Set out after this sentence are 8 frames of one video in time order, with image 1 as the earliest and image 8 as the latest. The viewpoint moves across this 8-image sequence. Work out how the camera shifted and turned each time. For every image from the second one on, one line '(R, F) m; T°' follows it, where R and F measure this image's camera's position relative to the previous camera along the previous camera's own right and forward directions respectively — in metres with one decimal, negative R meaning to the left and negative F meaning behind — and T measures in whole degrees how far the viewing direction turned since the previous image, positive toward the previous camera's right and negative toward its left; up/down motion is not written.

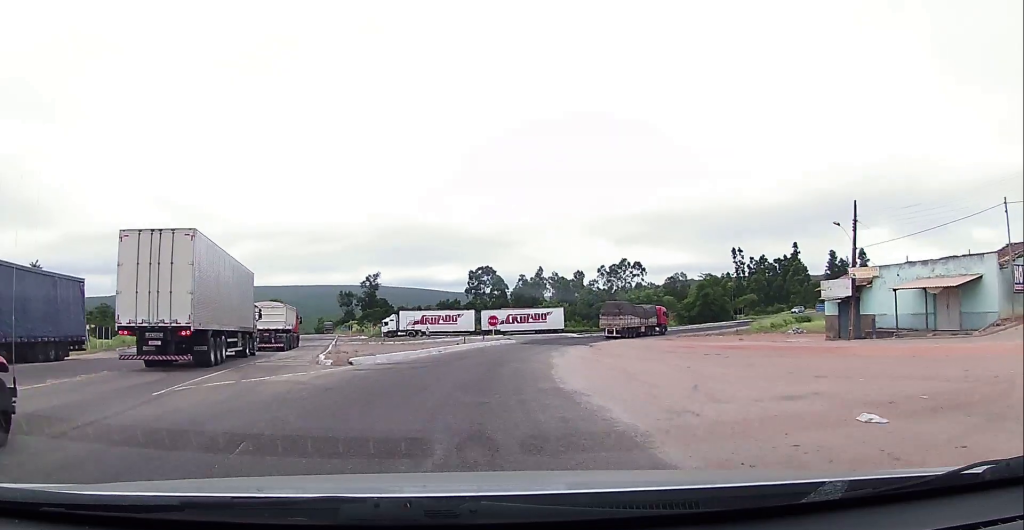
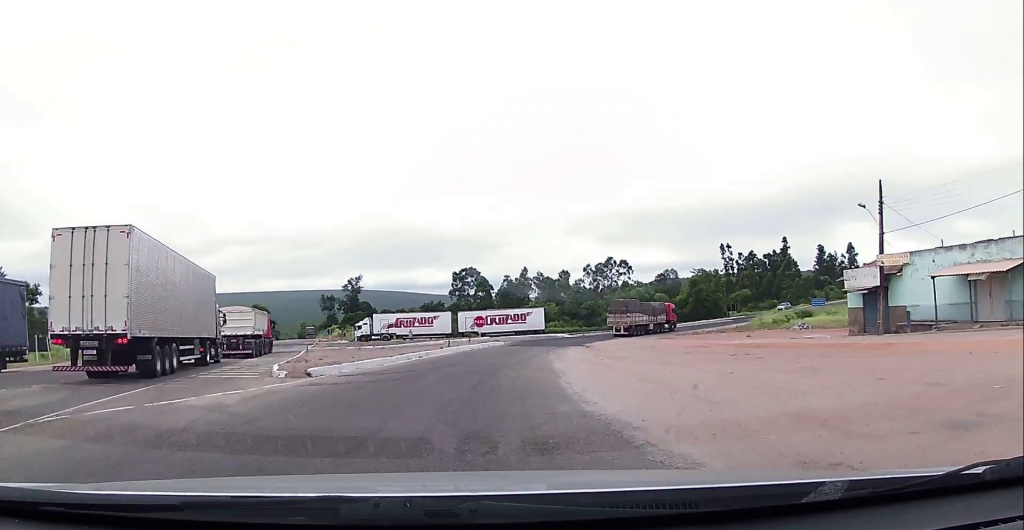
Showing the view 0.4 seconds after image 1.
(-0.2, +4.4) m; 0°
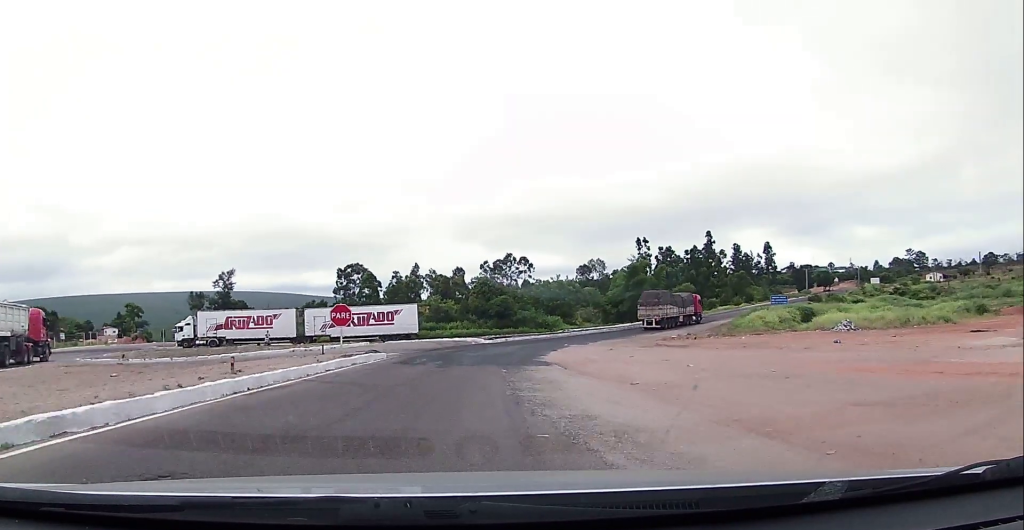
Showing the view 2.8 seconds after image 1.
(+2.3, +25.5) m; +9°
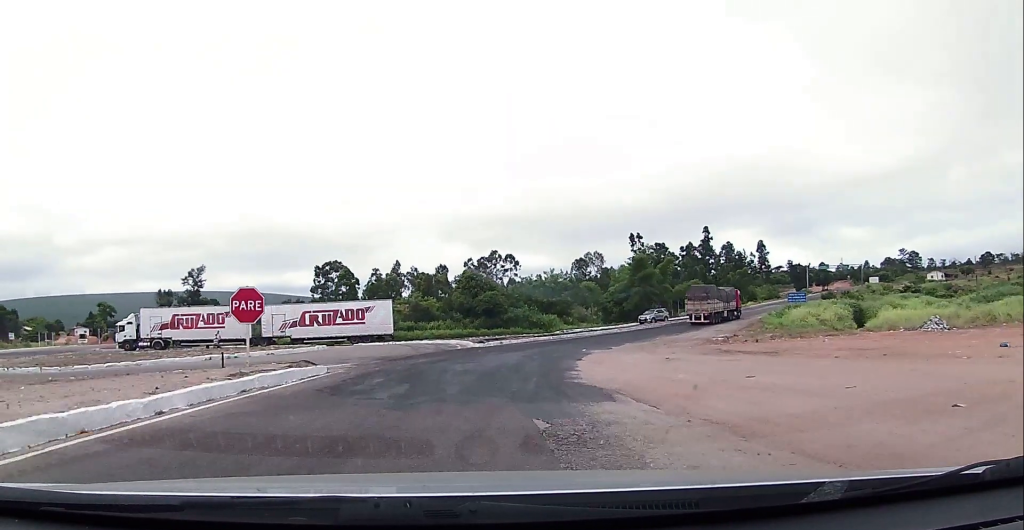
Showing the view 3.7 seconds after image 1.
(+0.3, +11.1) m; +4°
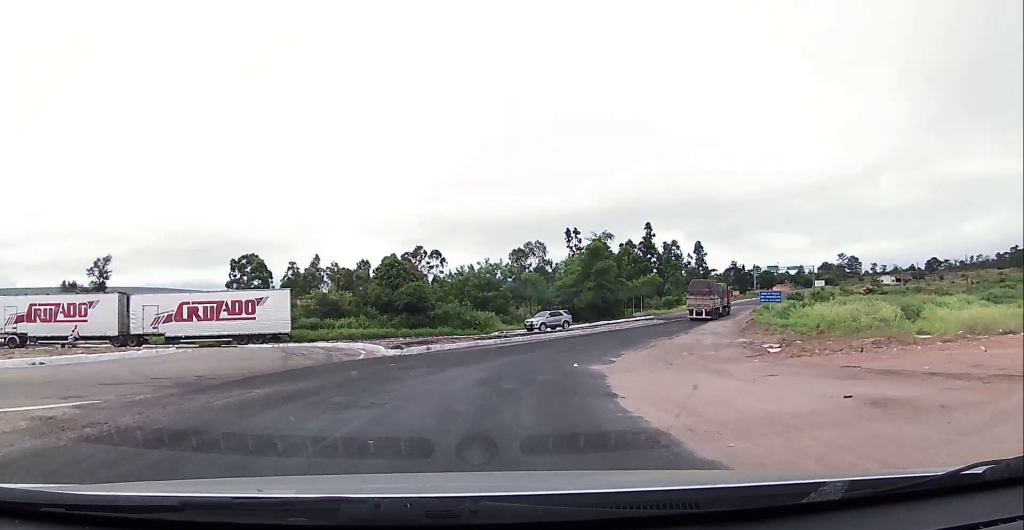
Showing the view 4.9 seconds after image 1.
(+0.6, +14.4) m; +5°
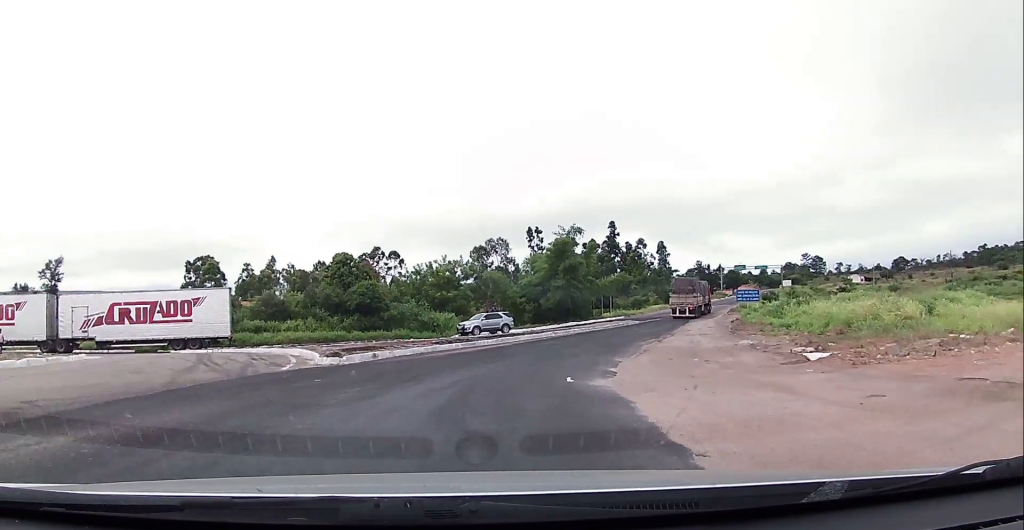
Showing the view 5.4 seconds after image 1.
(-0.3, +5.2) m; +2°
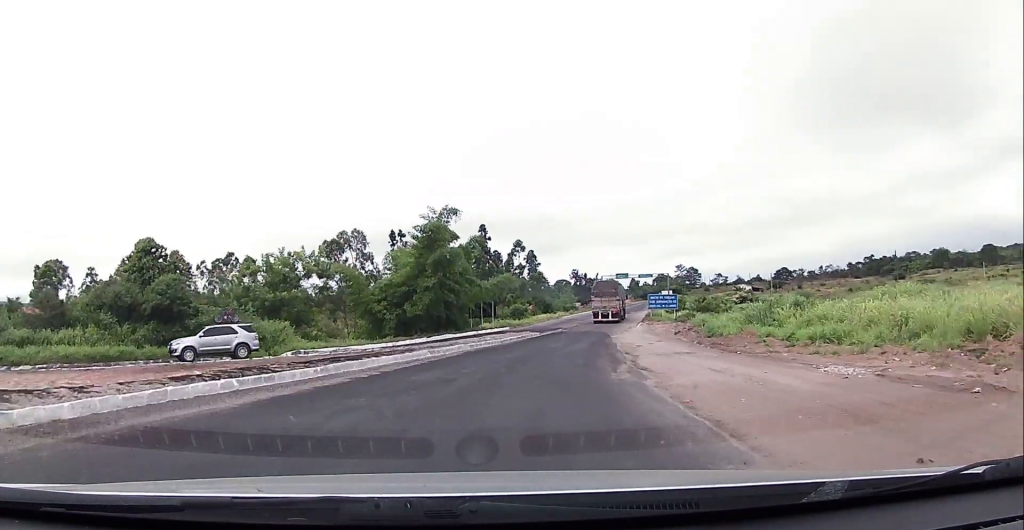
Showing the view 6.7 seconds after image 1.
(+2.1, +16.1) m; +12°
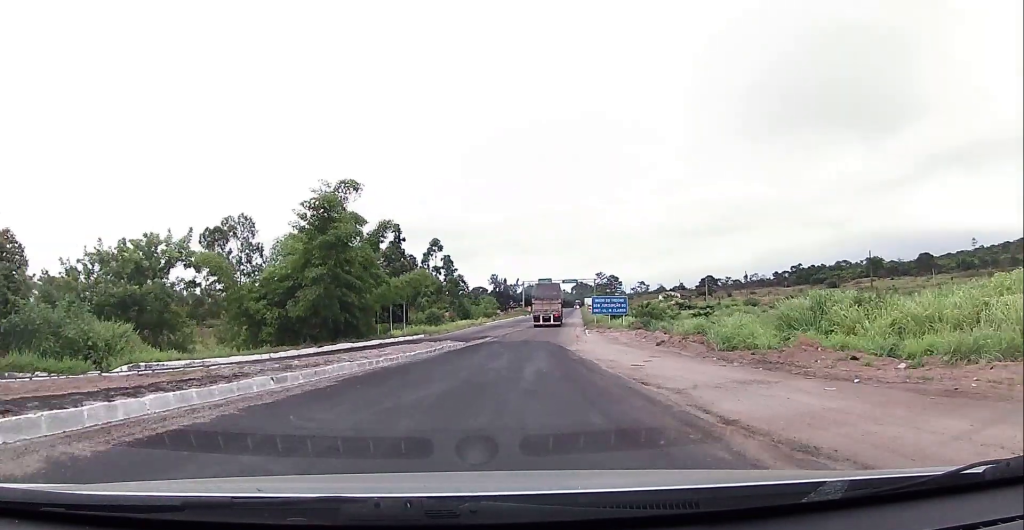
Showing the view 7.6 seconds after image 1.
(+0.7, +11.5) m; +7°
